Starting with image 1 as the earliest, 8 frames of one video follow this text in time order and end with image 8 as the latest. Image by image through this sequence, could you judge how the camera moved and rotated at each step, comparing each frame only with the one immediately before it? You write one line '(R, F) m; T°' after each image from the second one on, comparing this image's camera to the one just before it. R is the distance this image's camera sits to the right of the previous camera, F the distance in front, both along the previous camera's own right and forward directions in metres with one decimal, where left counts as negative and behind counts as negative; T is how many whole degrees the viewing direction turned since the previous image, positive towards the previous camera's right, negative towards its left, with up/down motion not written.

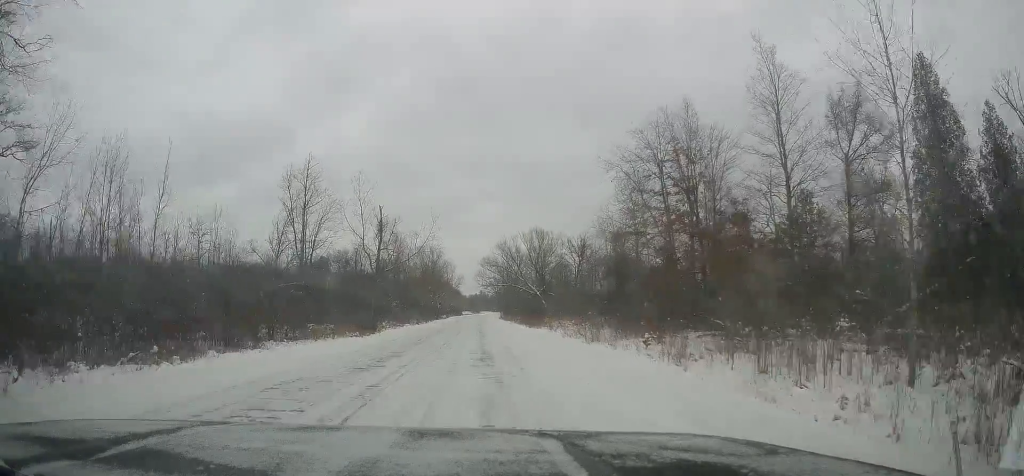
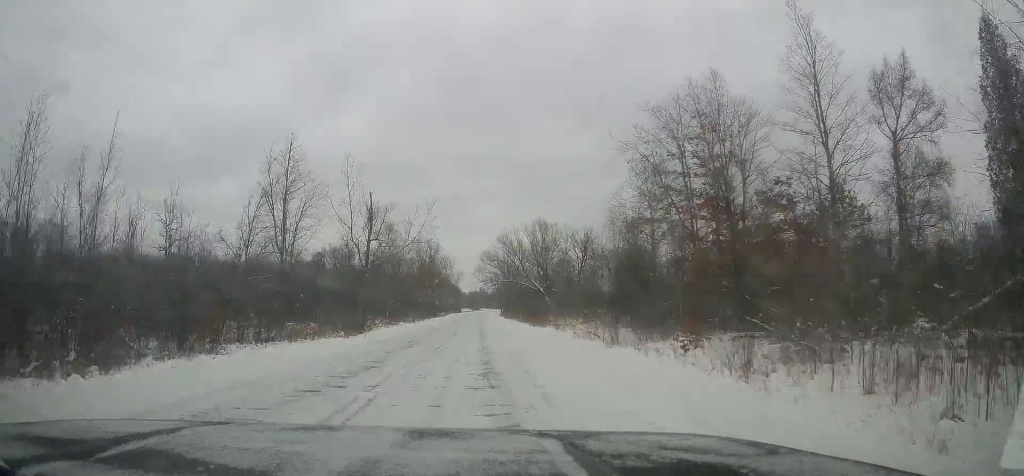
(0.0, +4.9) m; 0°
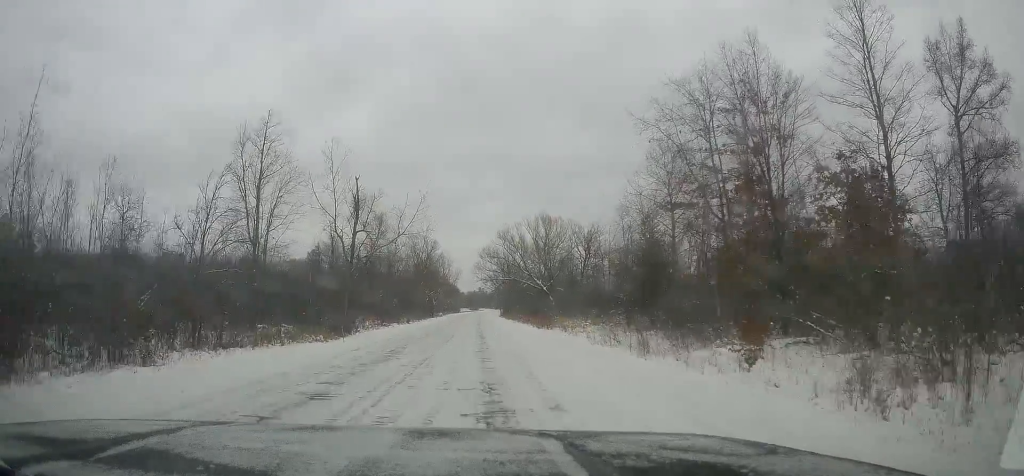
(0.0, +5.2) m; 0°
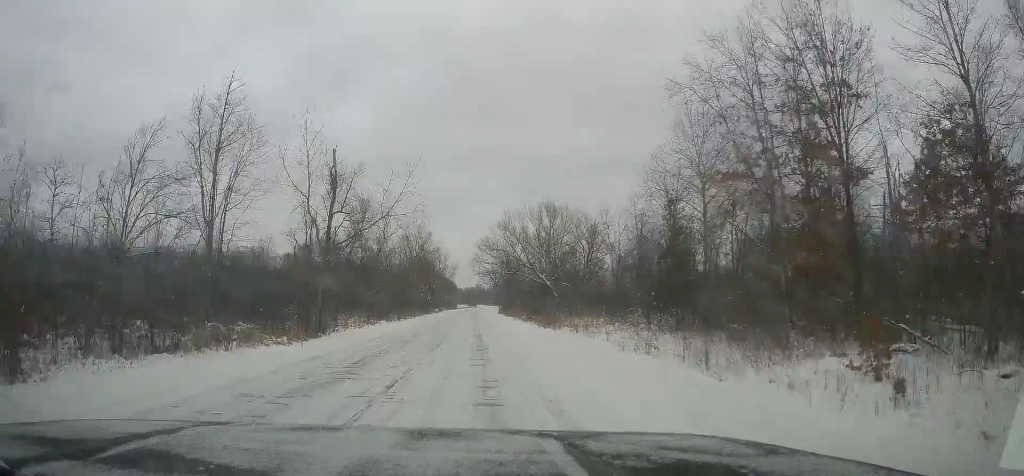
(0.0, +6.4) m; 0°
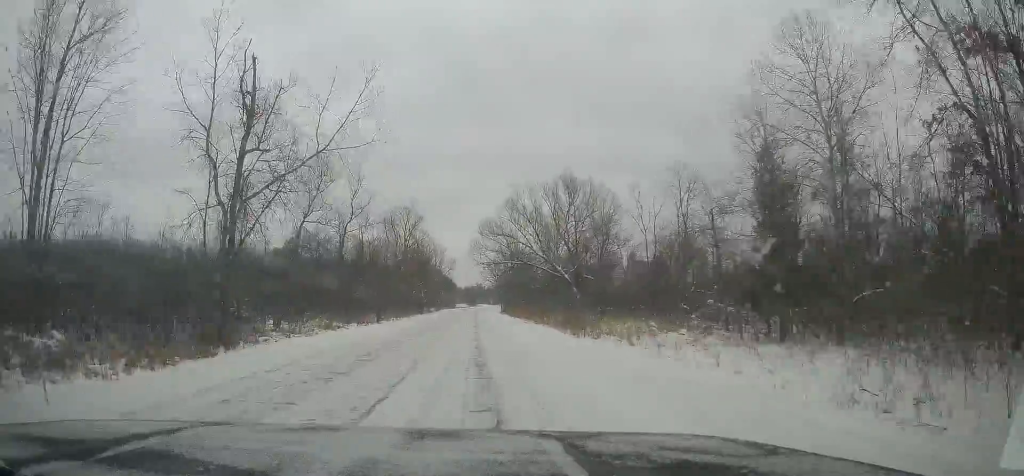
(0.0, +14.0) m; 0°
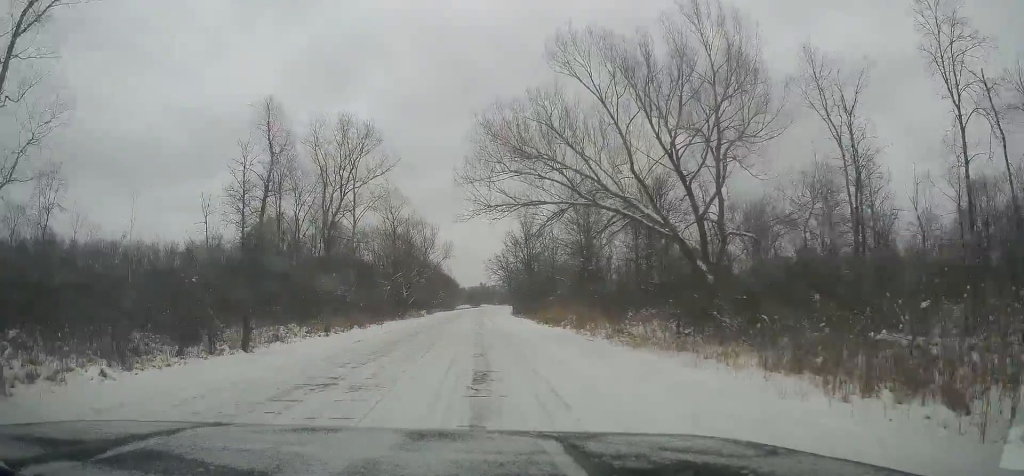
(0.0, +32.7) m; 0°
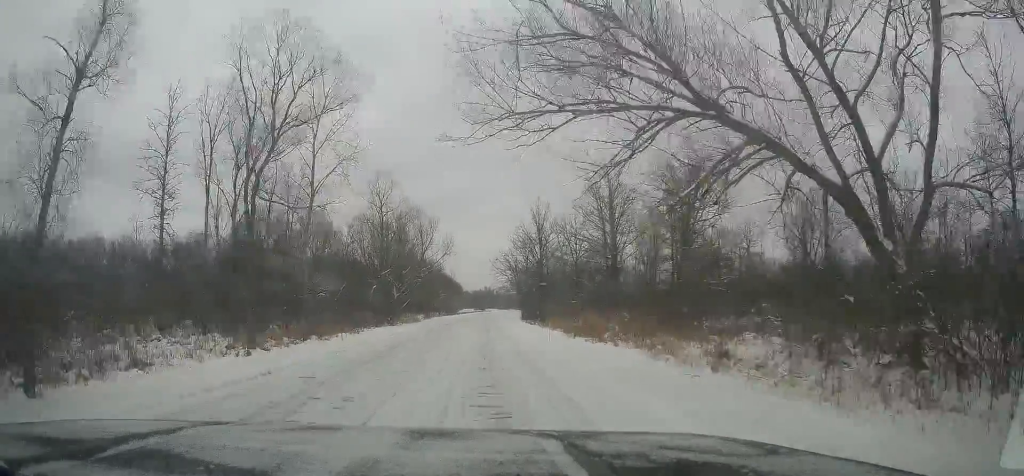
(0.0, +12.9) m; 0°
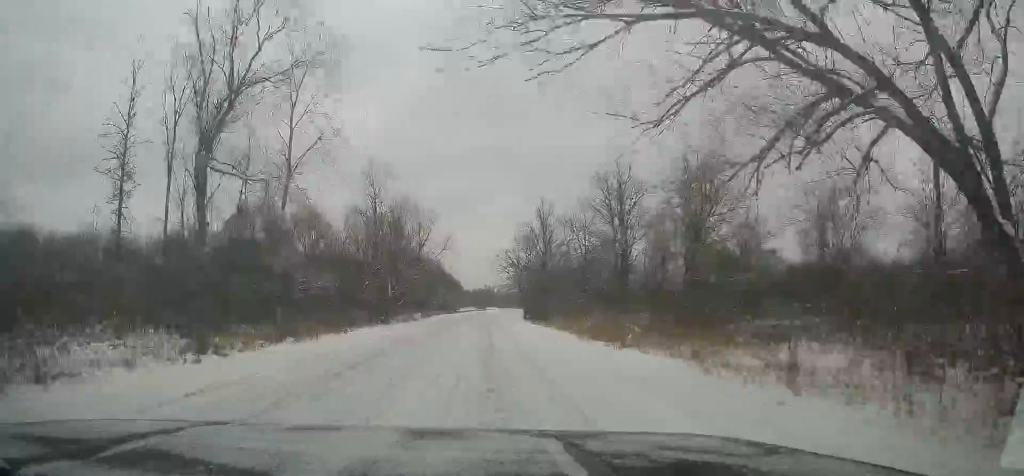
(0.0, +4.3) m; 0°
